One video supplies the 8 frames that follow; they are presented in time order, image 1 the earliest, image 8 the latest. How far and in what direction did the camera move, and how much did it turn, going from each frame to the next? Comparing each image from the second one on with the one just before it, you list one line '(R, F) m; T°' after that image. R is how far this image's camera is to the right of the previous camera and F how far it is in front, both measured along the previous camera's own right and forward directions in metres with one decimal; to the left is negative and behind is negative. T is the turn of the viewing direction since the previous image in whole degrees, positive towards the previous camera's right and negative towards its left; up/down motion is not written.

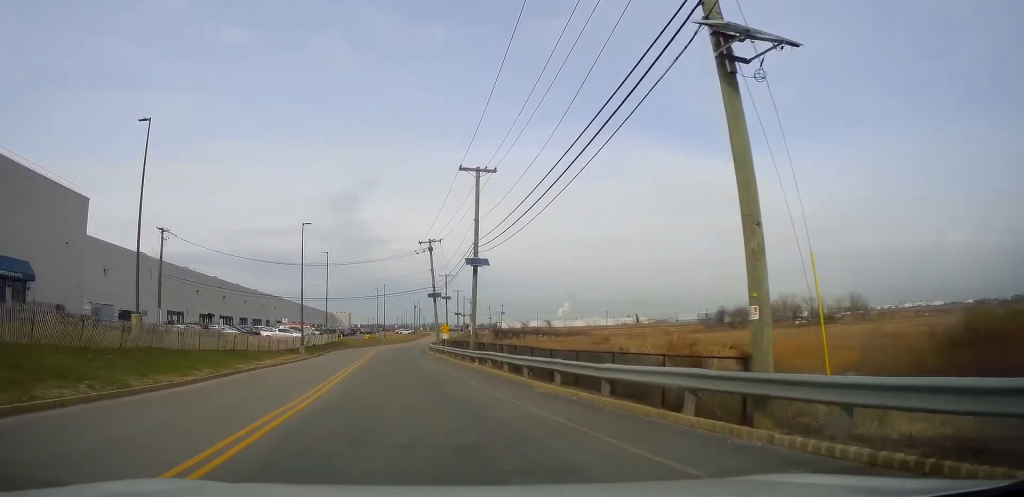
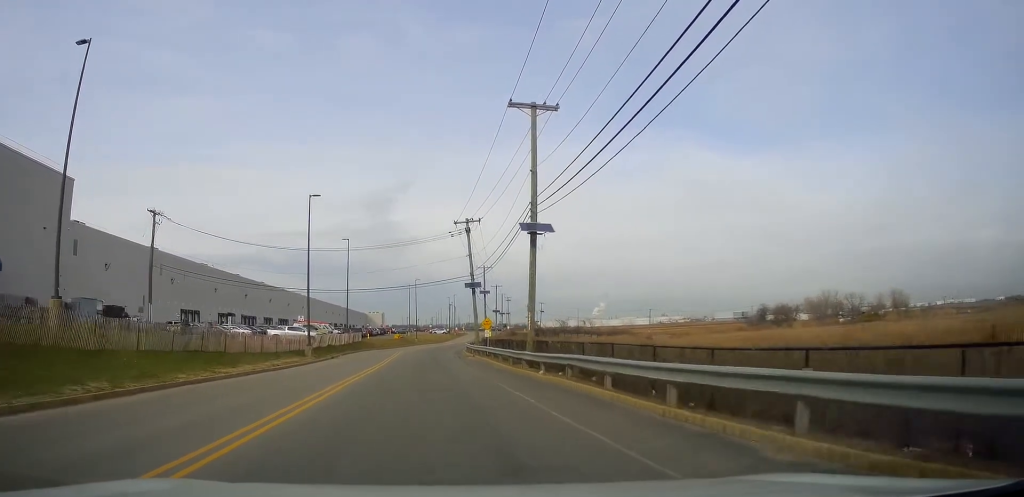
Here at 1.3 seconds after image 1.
(+0.3, +10.2) m; 0°
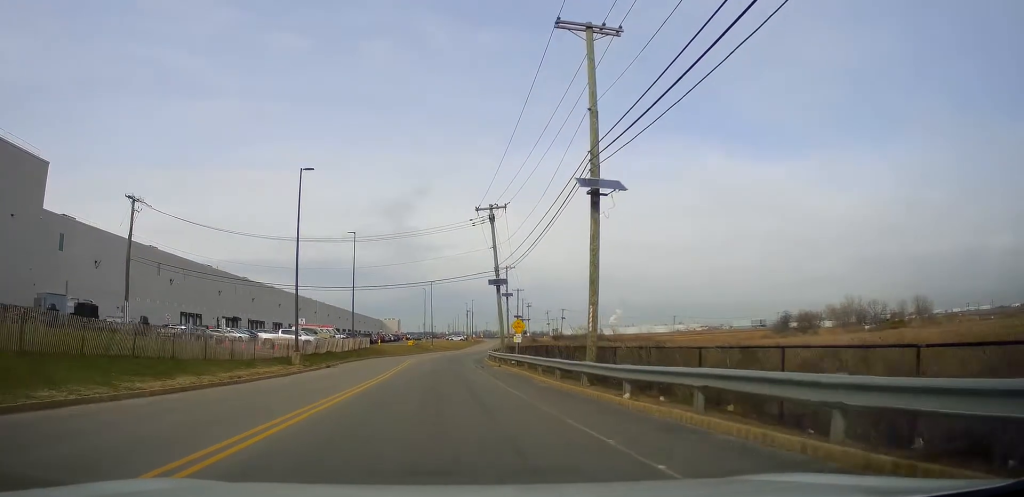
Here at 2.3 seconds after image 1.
(-0.2, +8.1) m; -3°
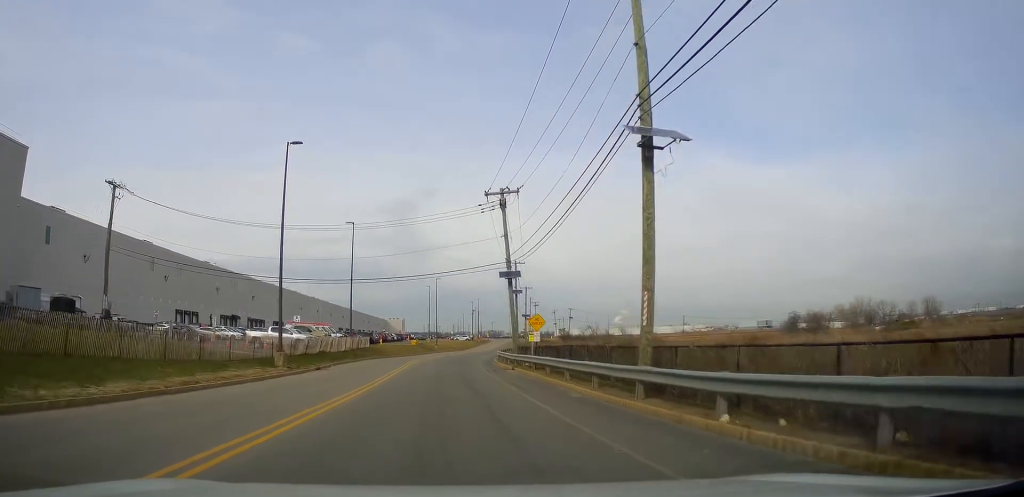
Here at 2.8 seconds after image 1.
(+0.2, +4.6) m; -2°
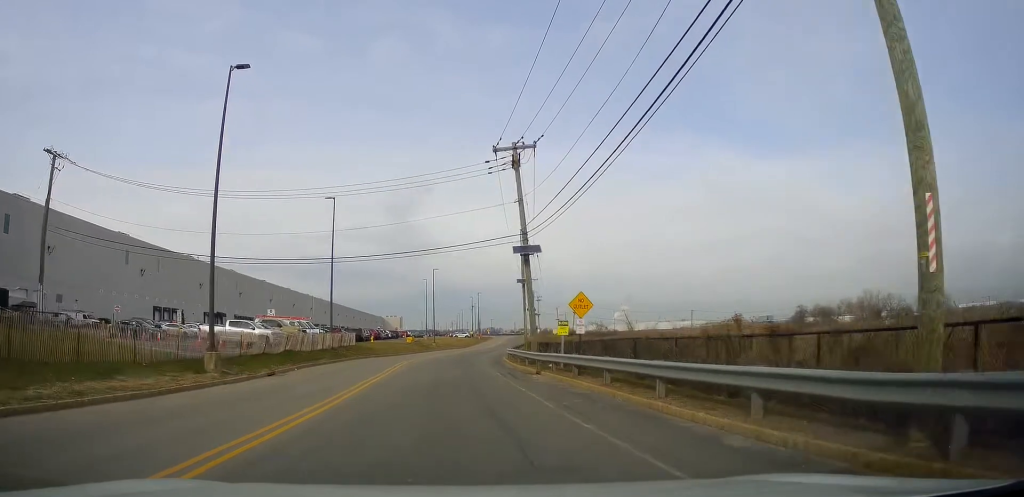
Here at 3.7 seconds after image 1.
(-0.5, +8.5) m; -1°
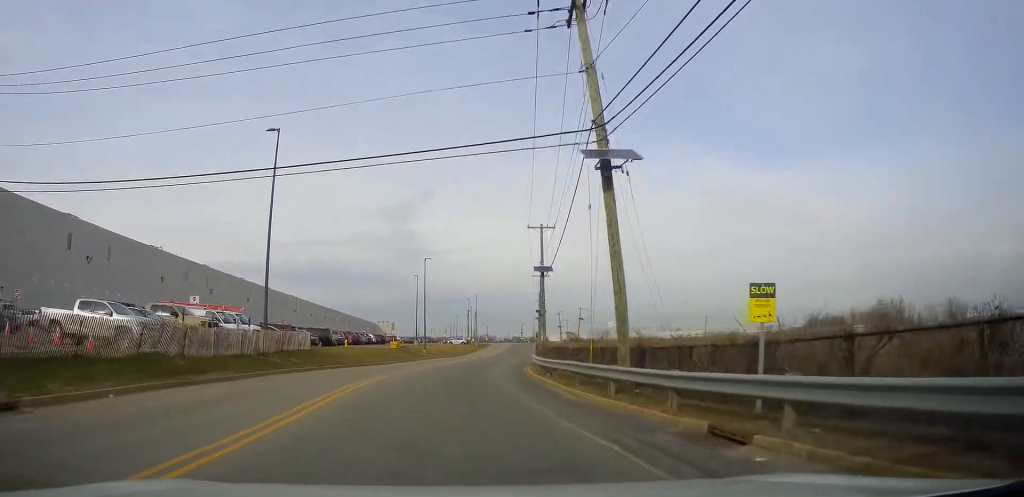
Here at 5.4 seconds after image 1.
(+0.6, +16.1) m; +2°
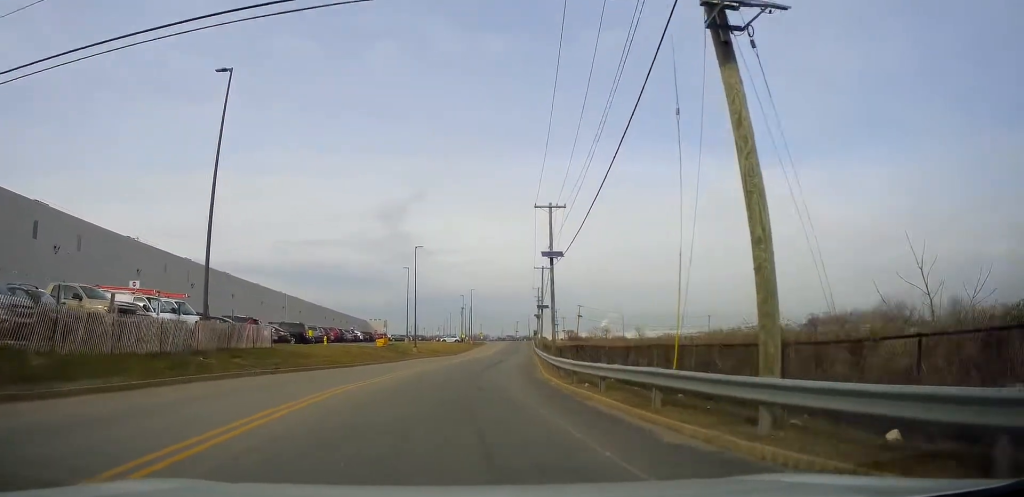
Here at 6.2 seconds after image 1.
(-0.2, +7.6) m; 0°
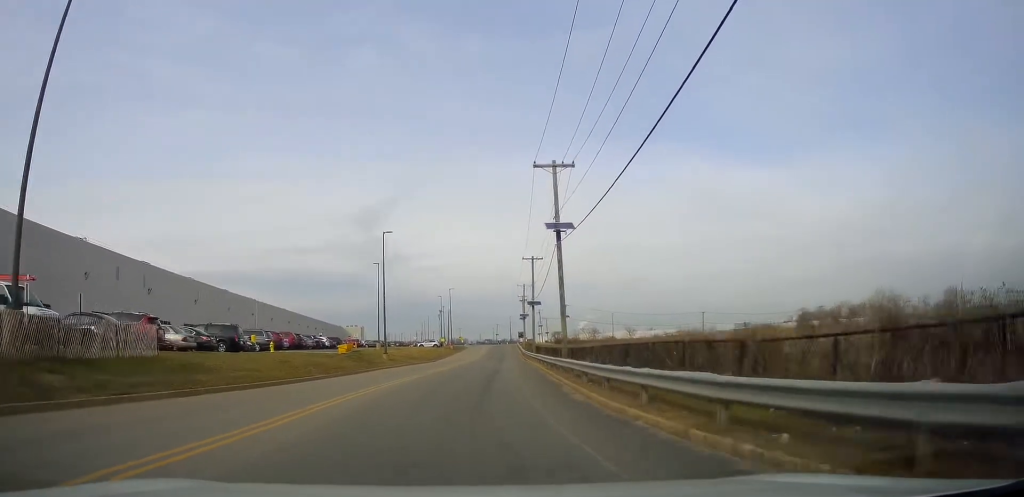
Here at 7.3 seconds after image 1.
(+0.3, +10.9) m; +3°
